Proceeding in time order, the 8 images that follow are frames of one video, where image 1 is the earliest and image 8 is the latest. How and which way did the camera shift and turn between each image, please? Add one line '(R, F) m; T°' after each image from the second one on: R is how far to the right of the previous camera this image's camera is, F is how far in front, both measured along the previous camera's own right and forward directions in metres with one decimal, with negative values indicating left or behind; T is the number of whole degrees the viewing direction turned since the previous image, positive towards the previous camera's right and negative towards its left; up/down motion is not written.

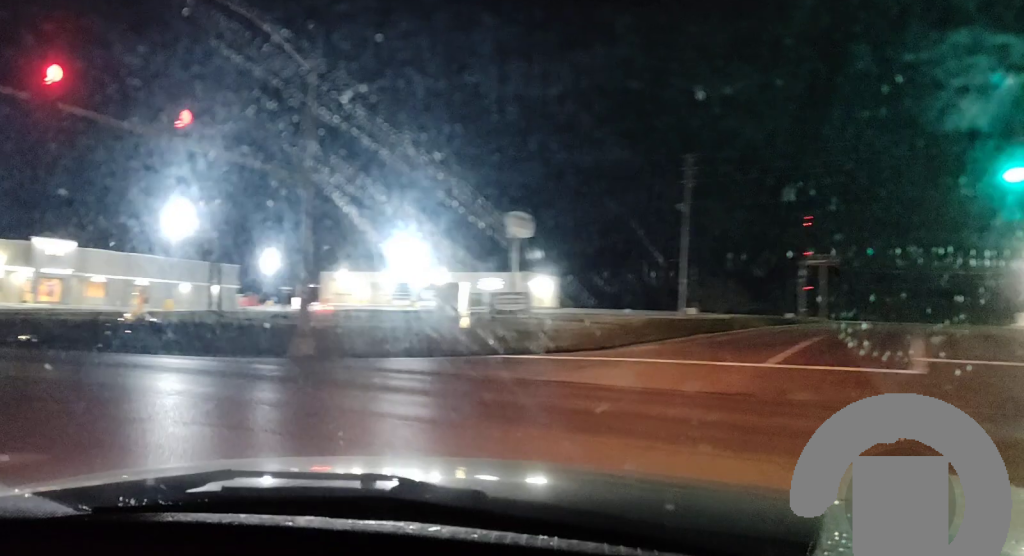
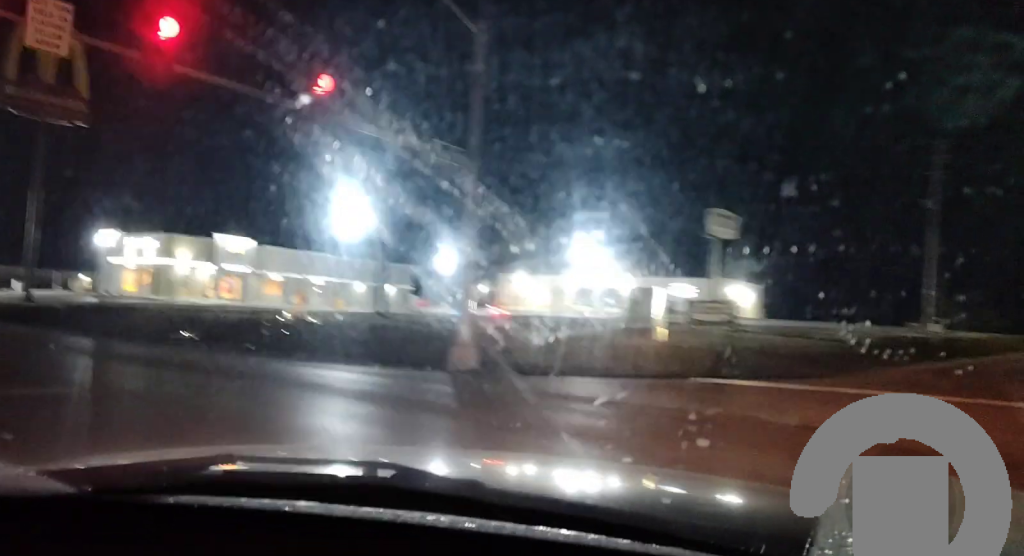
(-0.3, +4.0) m; -12°
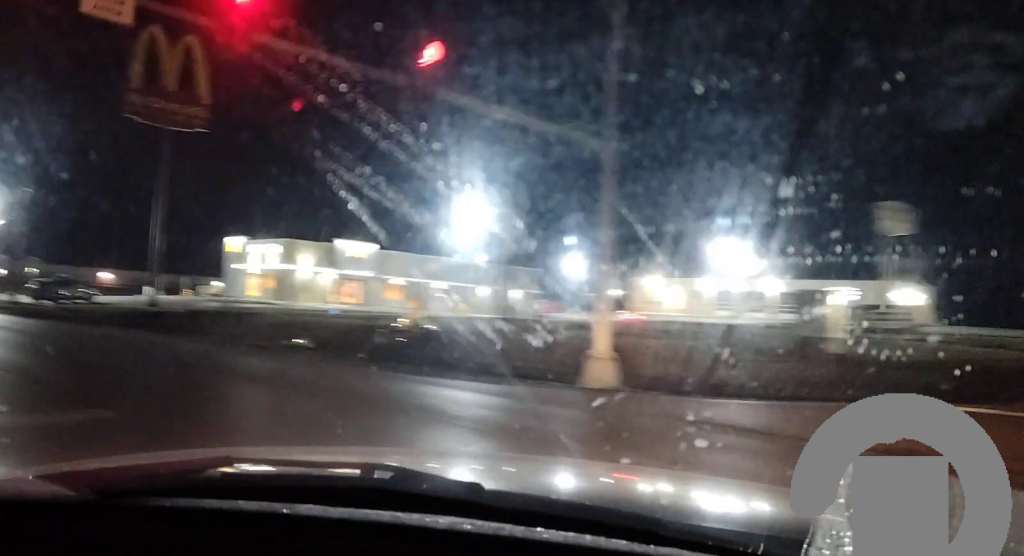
(-0.4, +3.0) m; -9°
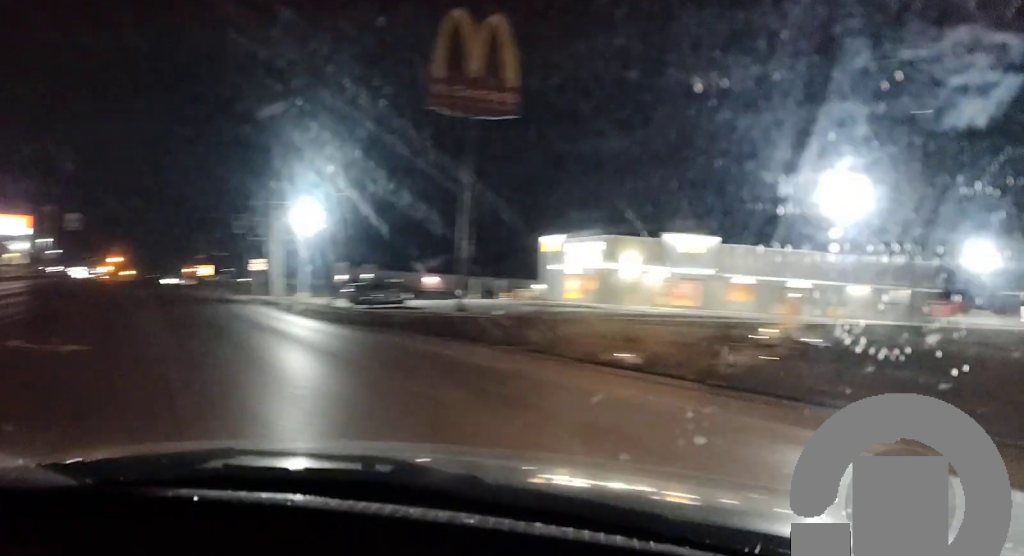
(-1.0, +6.4) m; -18°
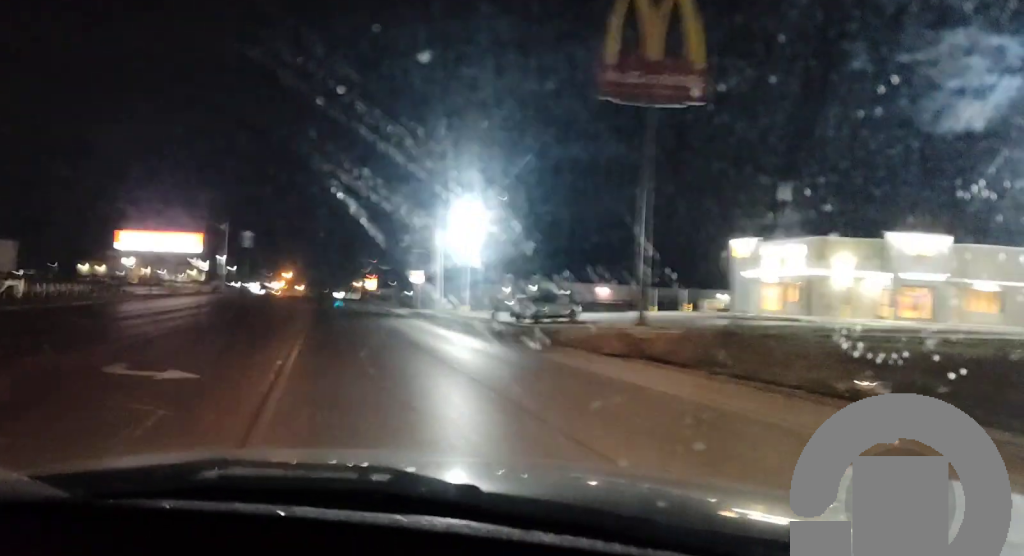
(-0.2, +3.9) m; -10°
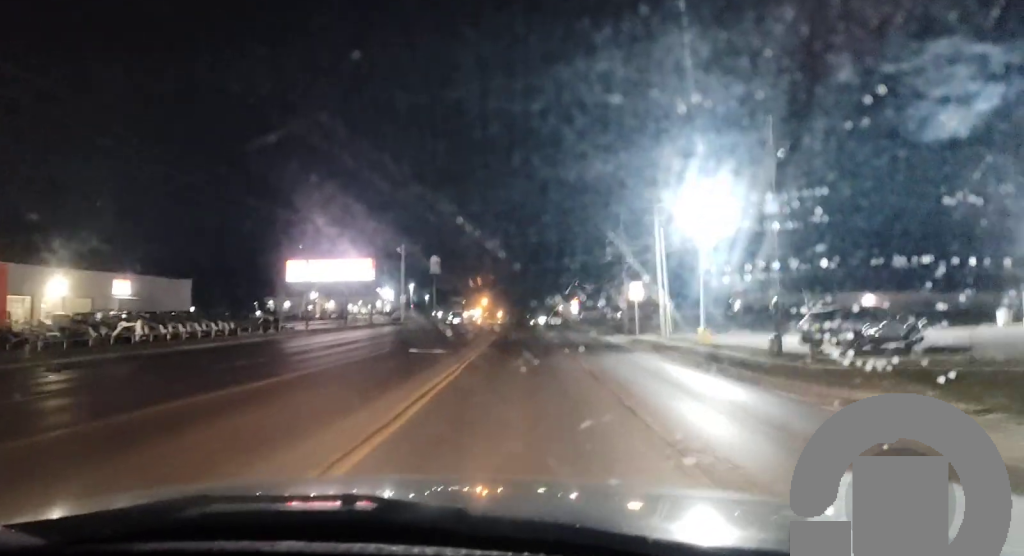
(-2.9, +16.2) m; -13°
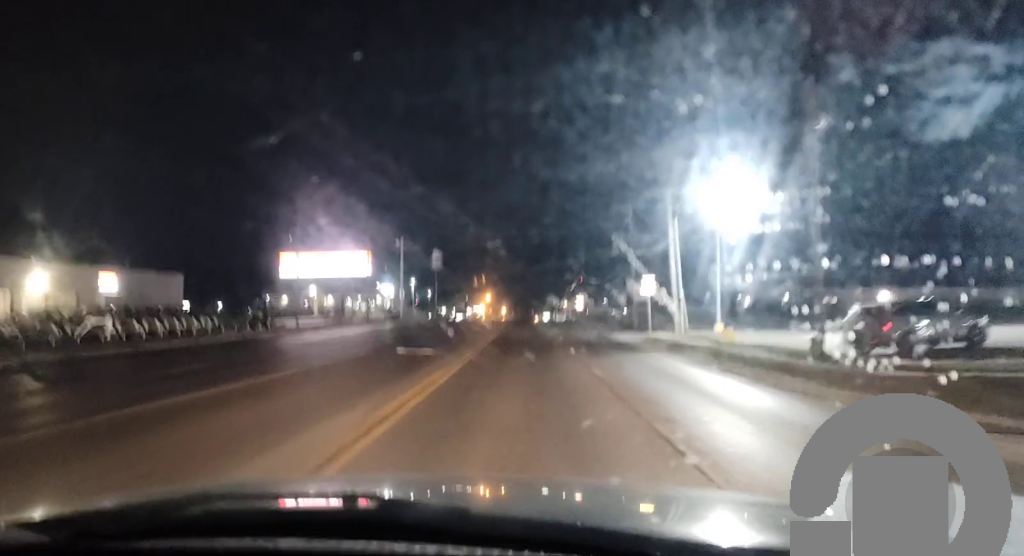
(0.0, +4.4) m; 0°
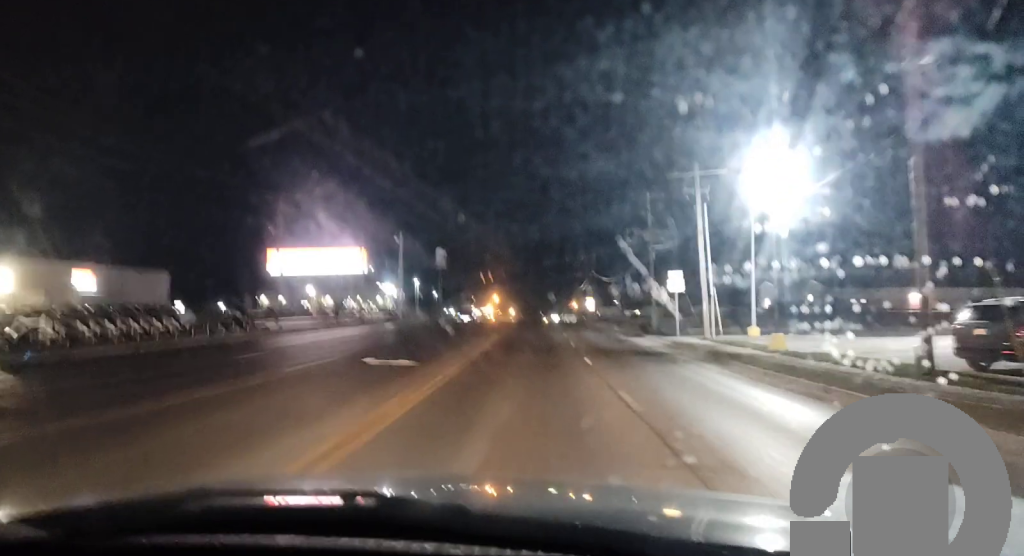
(0.0, +6.7) m; 0°
